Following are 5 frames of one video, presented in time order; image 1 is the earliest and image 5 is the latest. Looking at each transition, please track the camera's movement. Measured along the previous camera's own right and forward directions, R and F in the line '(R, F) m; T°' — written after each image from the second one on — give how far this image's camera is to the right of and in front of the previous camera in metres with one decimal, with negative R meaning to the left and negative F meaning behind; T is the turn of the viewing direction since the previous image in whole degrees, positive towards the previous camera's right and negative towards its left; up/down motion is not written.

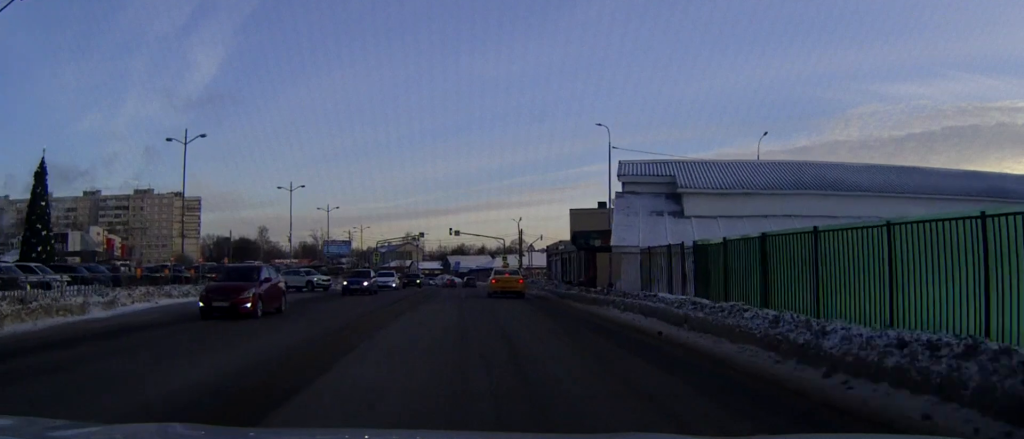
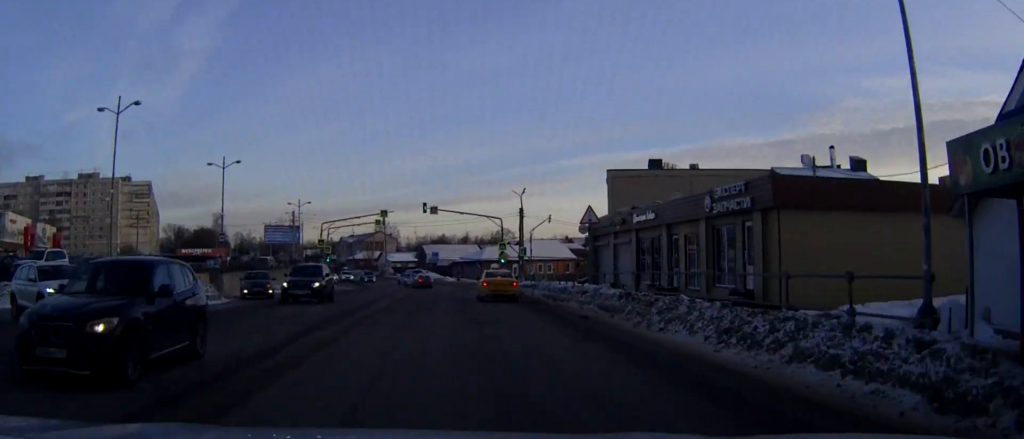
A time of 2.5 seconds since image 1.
(+0.4, +34.3) m; +2°
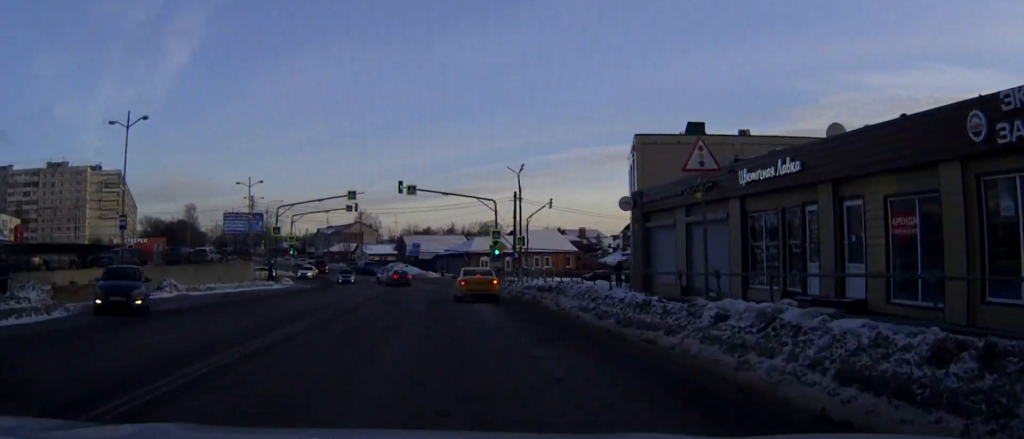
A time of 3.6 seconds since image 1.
(+0.2, +14.7) m; +1°
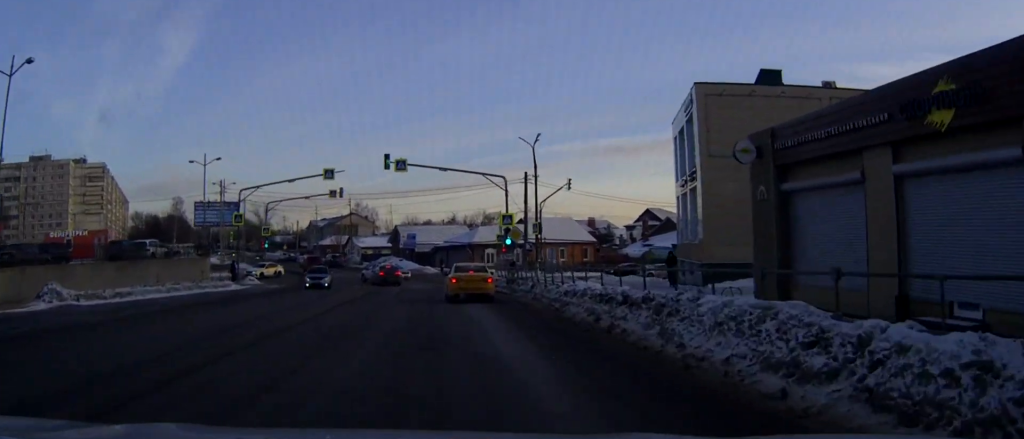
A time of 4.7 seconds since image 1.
(0.0, +12.5) m; 0°
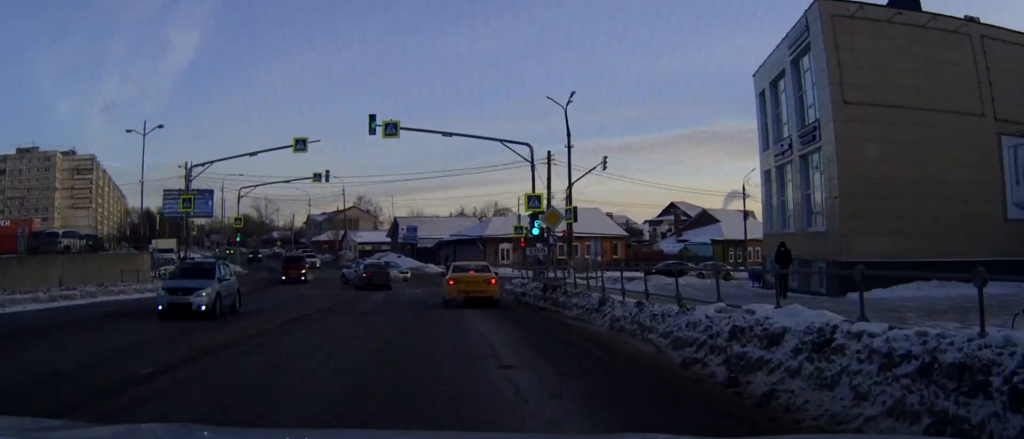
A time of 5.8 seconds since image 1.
(-0.1, +12.8) m; -1°
